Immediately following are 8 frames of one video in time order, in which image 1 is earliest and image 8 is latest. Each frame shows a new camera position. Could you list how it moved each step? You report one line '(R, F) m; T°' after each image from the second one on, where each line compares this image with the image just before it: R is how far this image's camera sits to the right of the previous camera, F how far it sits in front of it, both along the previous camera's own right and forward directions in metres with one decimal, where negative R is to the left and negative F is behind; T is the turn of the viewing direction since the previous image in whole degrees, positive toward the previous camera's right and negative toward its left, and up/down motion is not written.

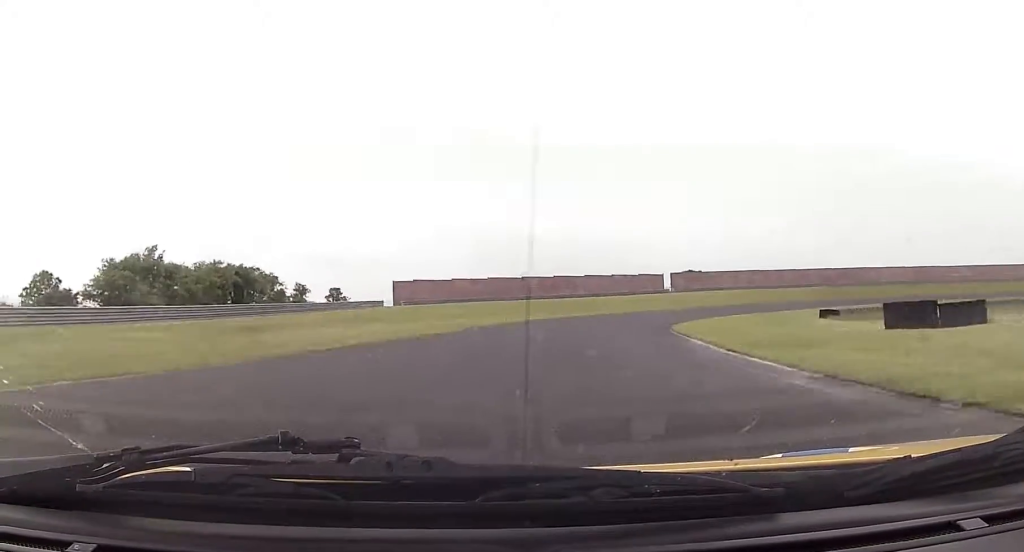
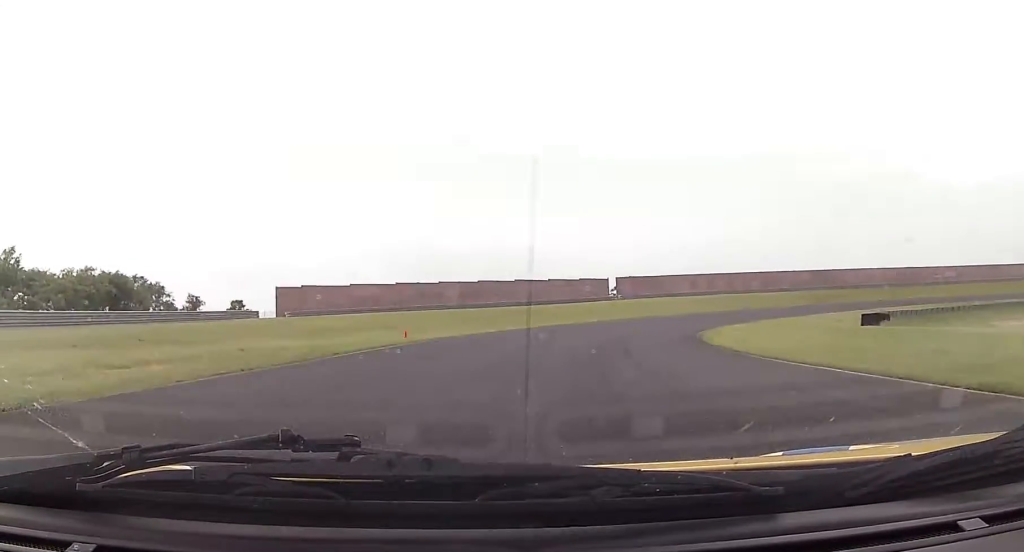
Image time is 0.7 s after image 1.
(0.0, +25.8) m; +4°
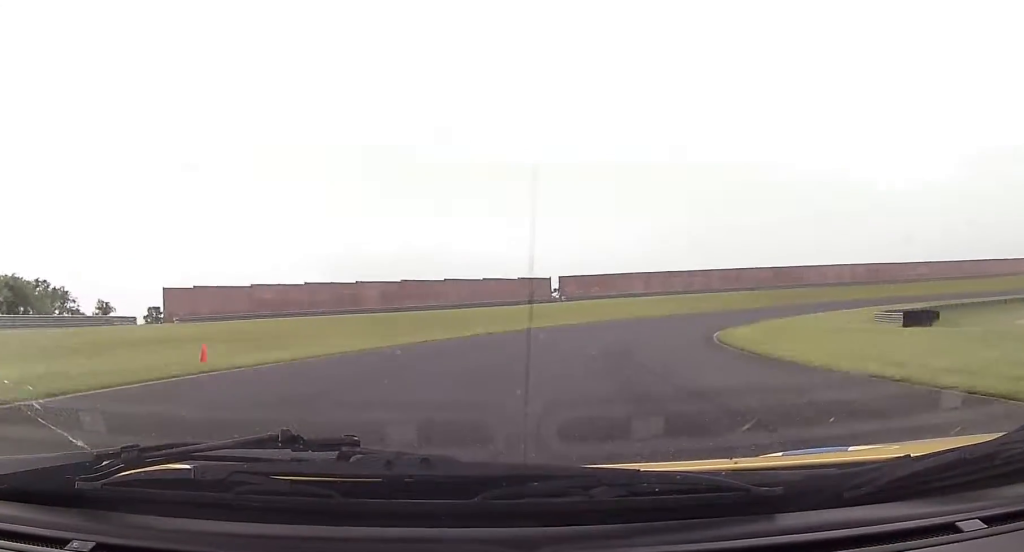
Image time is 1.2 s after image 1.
(+0.9, +15.0) m; +5°
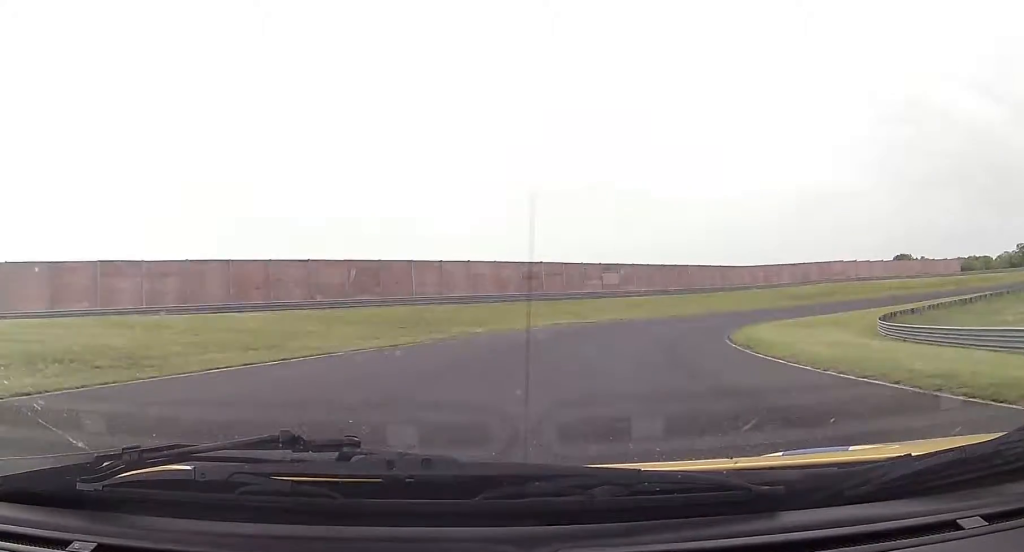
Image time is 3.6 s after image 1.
(+20.0, +69.0) m; +37°
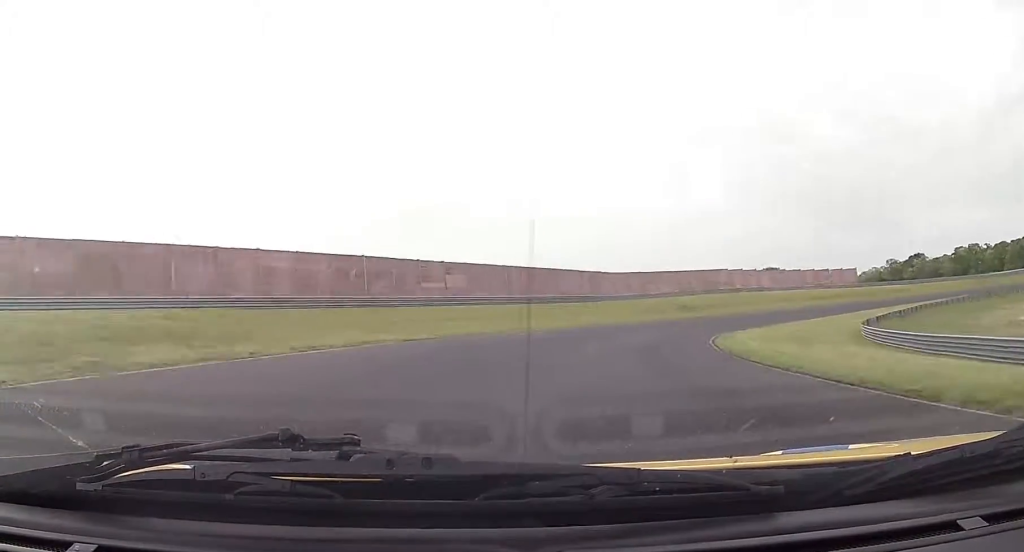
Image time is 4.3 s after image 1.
(+3.1, +21.1) m; +13°
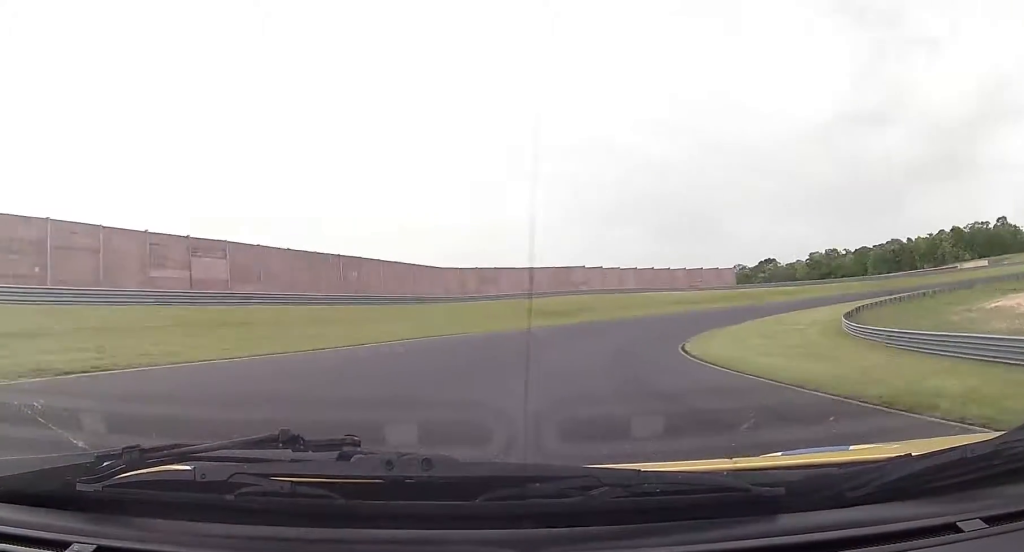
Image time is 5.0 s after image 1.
(+2.9, +23.3) m; +14°
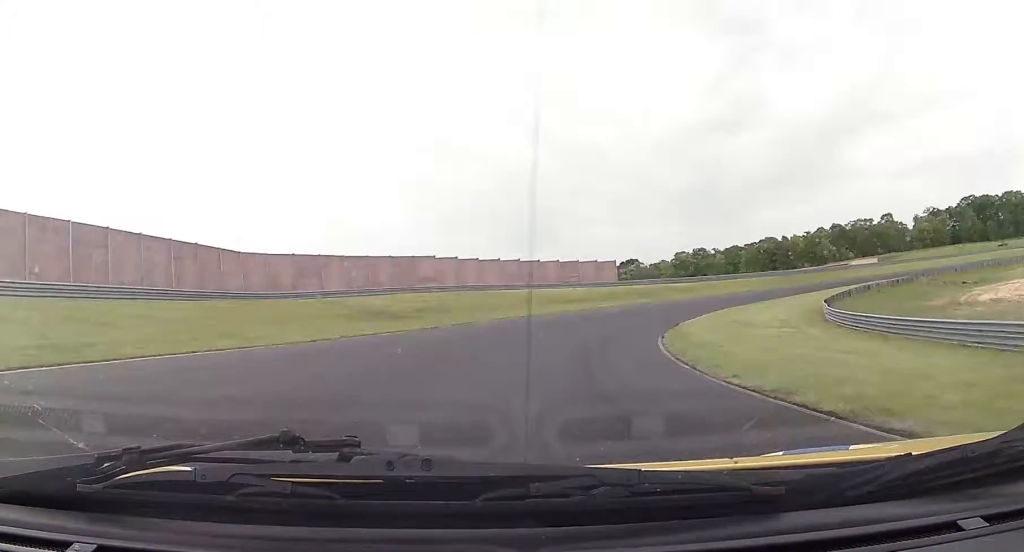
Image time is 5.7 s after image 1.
(+1.4, +20.9) m; +12°
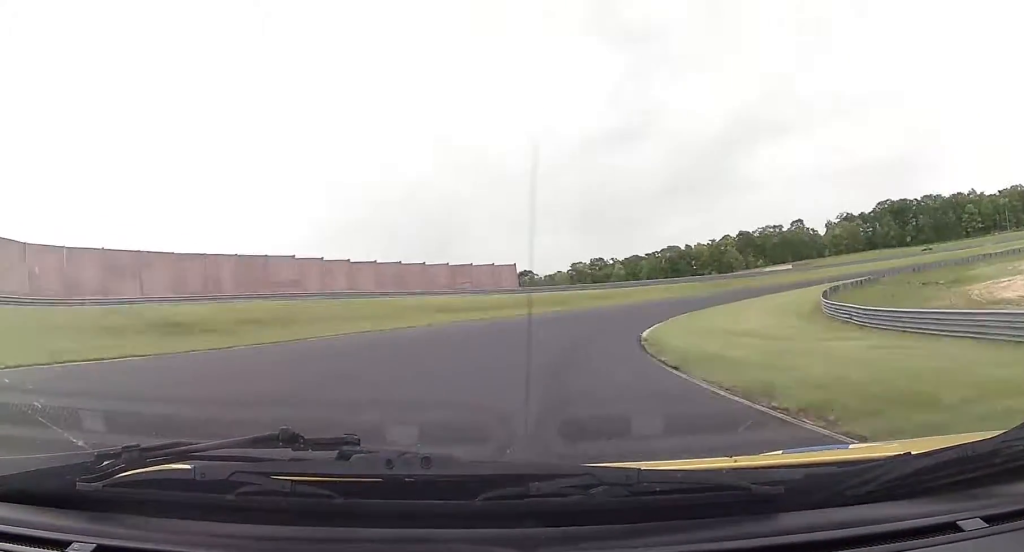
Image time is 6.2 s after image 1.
(+2.3, +16.0) m; +9°
